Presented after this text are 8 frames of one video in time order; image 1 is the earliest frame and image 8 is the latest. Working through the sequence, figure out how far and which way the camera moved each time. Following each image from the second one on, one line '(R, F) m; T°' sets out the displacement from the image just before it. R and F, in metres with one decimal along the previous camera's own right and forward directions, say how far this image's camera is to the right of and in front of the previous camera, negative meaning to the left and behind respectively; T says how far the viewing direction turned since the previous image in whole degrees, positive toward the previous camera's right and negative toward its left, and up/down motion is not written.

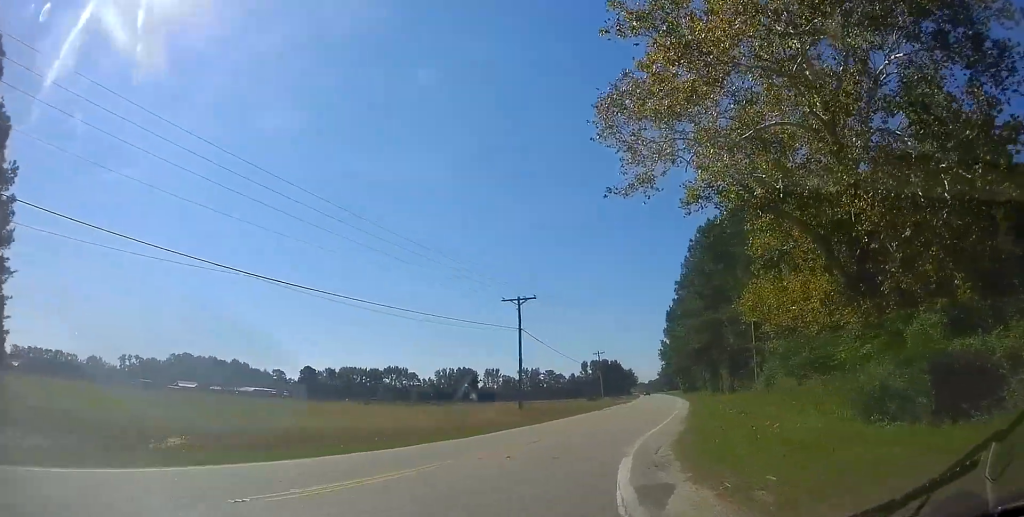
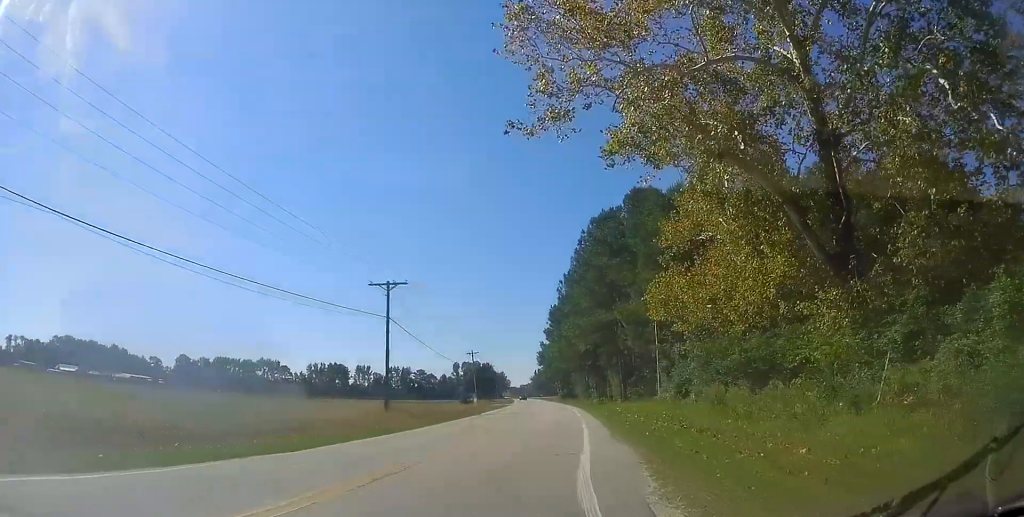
(-0.1, +4.6) m; +9°
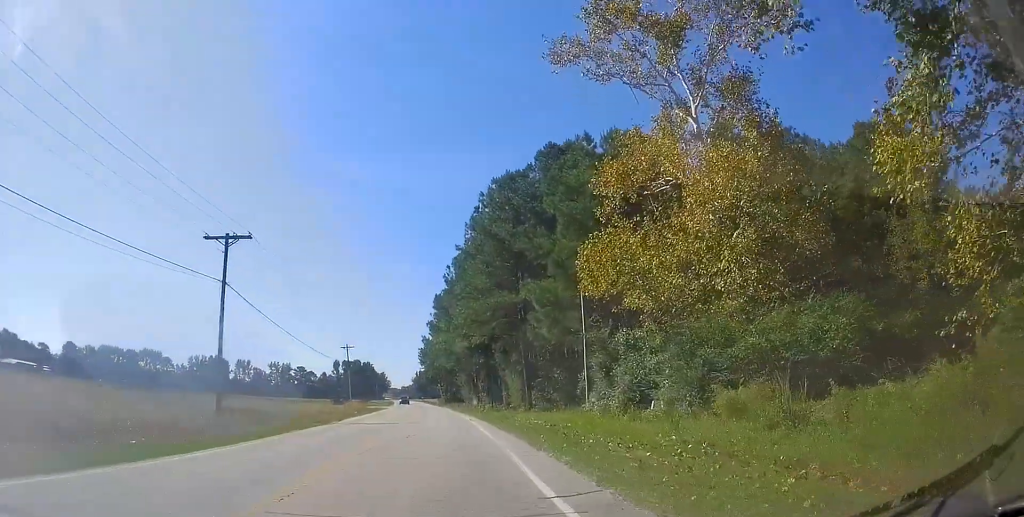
(+1.1, +10.4) m; +3°
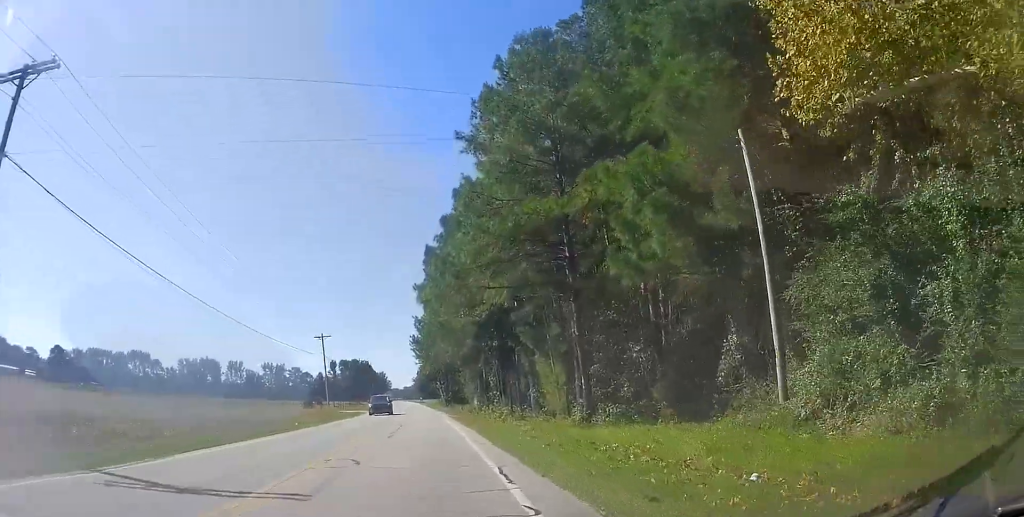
(-0.1, +16.7) m; +2°
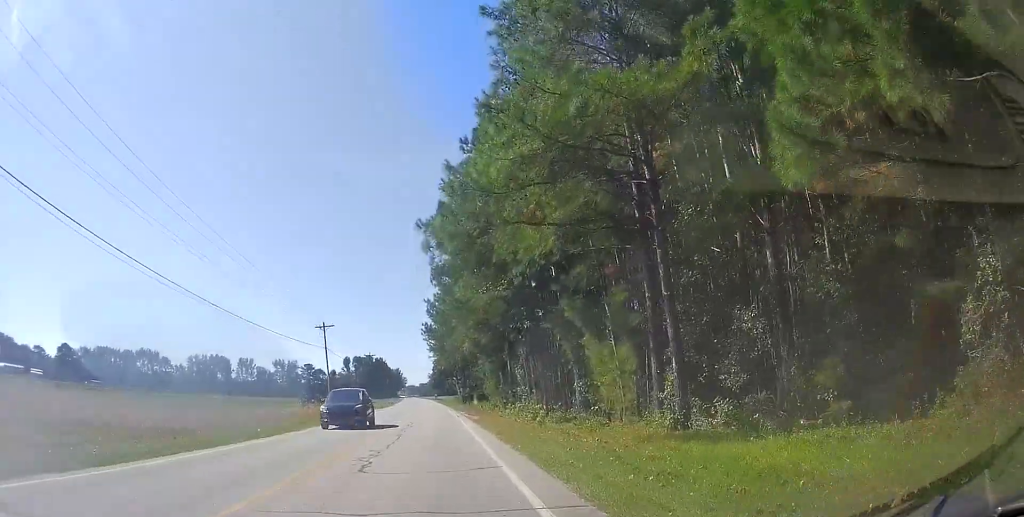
(0.0, +7.7) m; -1°
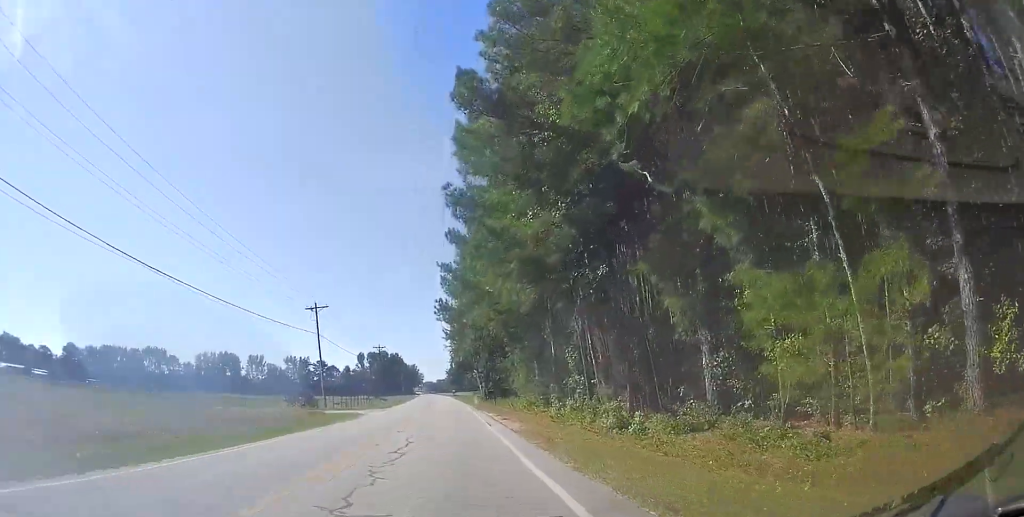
(-0.2, +11.7) m; -1°
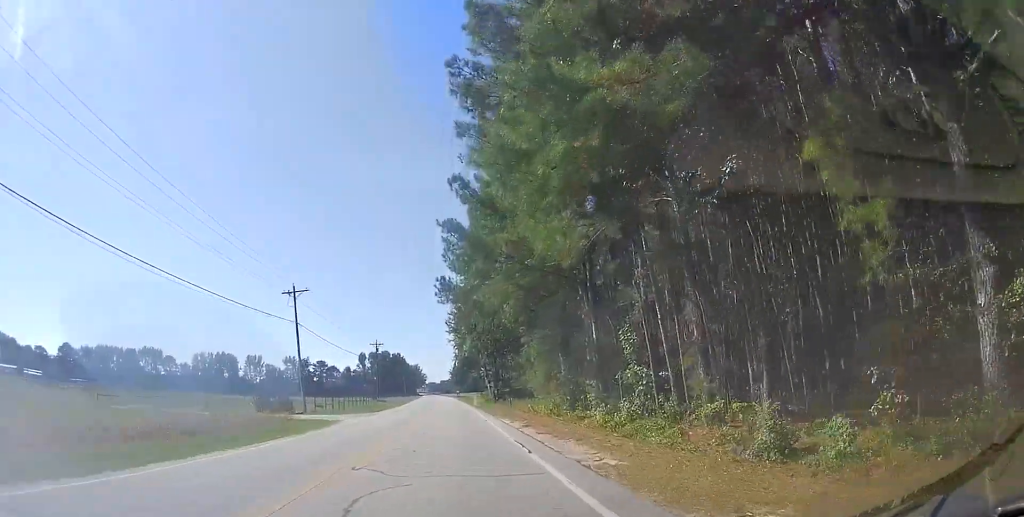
(-0.2, +8.7) m; 0°
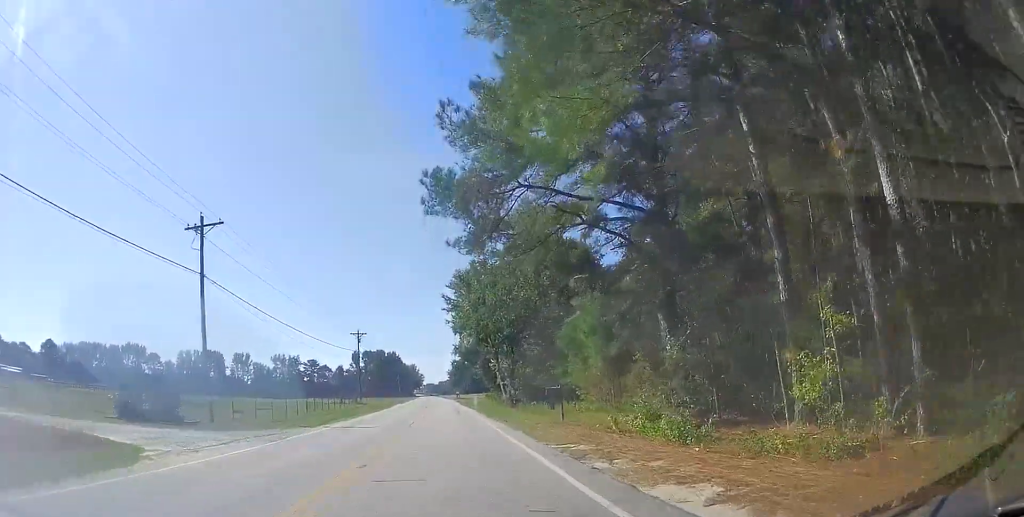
(+0.4, +17.0) m; 0°
